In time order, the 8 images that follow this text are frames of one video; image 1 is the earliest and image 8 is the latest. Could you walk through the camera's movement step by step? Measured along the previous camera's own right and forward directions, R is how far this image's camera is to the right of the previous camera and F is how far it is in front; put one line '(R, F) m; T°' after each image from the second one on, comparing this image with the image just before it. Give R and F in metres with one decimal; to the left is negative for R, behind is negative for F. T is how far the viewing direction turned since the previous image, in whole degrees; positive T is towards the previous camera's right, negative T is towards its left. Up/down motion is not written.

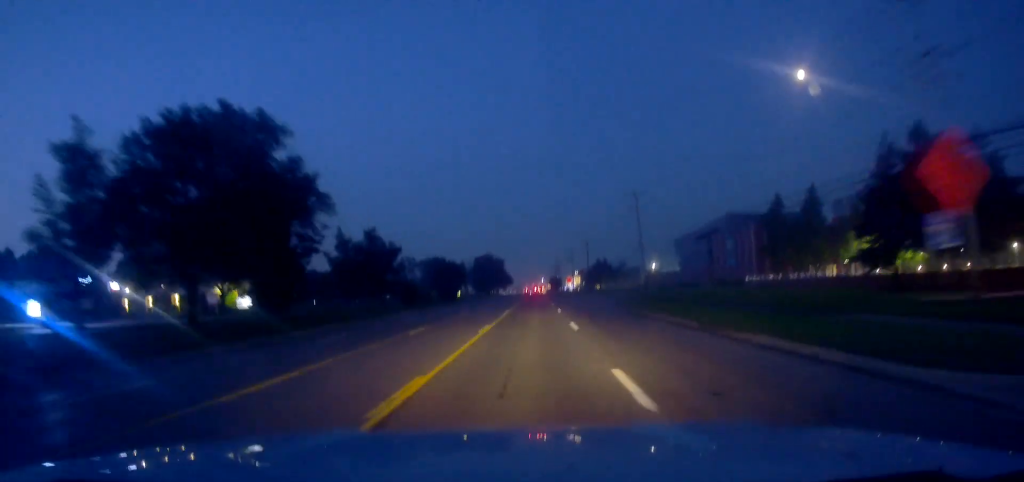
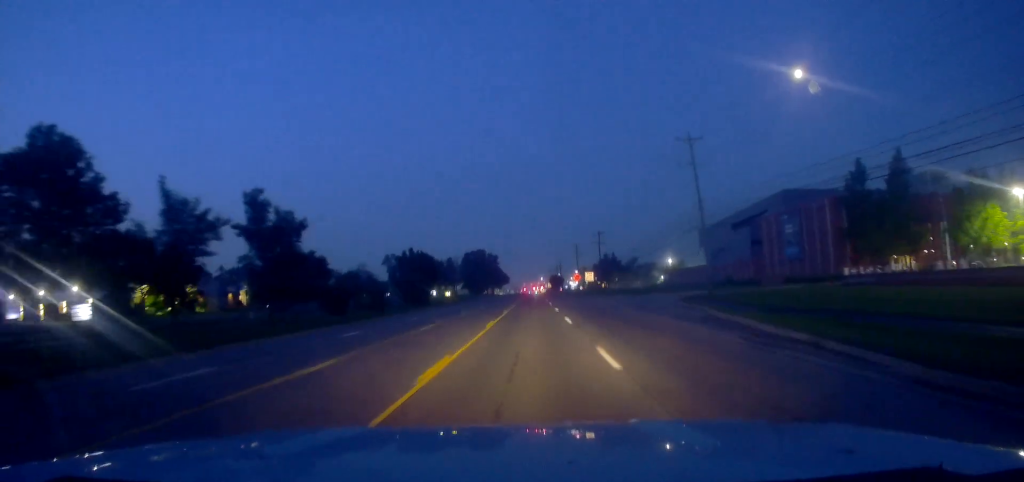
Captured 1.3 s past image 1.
(-0.3, +28.3) m; 0°
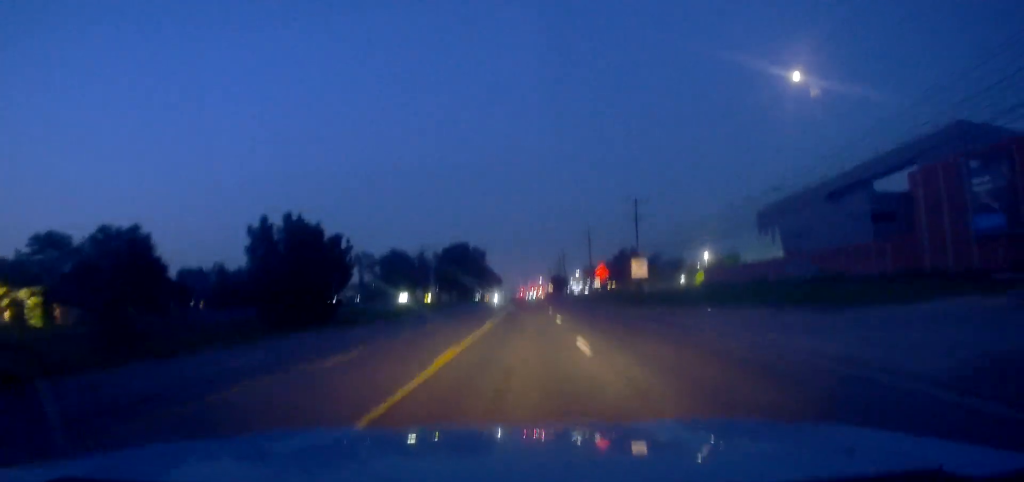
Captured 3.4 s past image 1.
(+1.4, +42.4) m; +1°
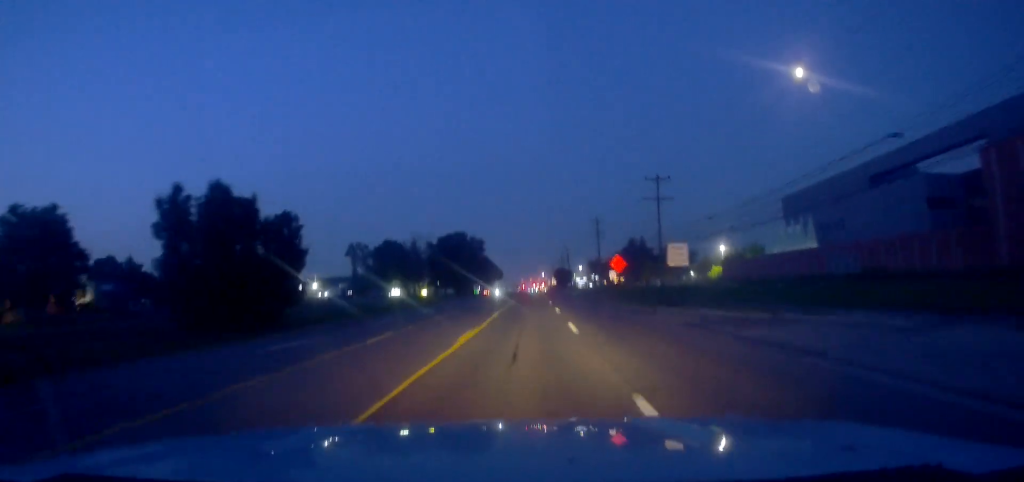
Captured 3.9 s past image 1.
(-0.1, +11.1) m; 0°
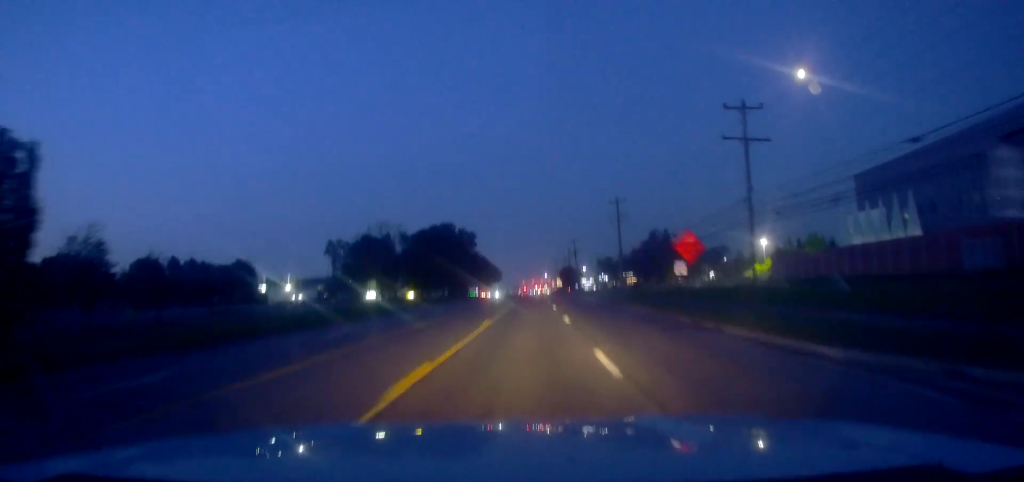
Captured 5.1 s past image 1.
(0.0, +24.4) m; -1°
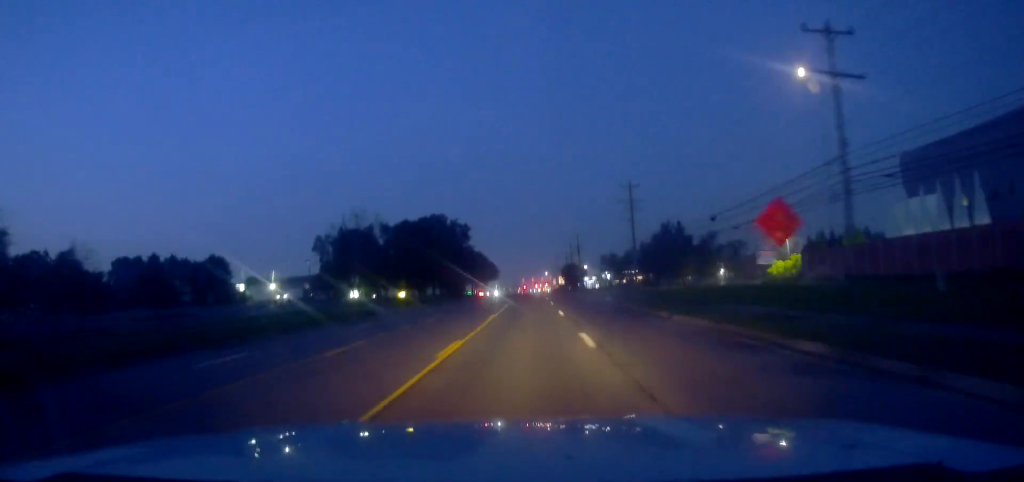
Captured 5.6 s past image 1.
(+0.2, +11.1) m; 0°
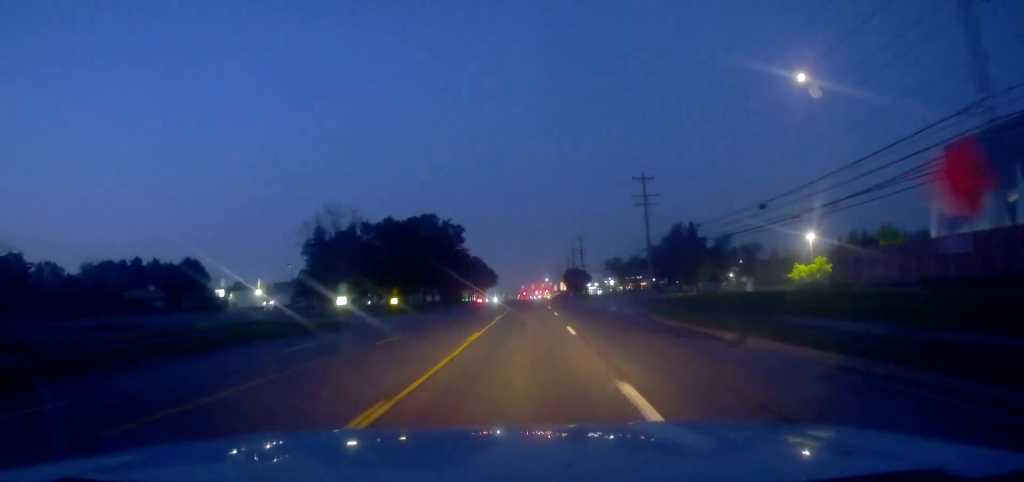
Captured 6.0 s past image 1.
(-0.3, +9.0) m; 0°
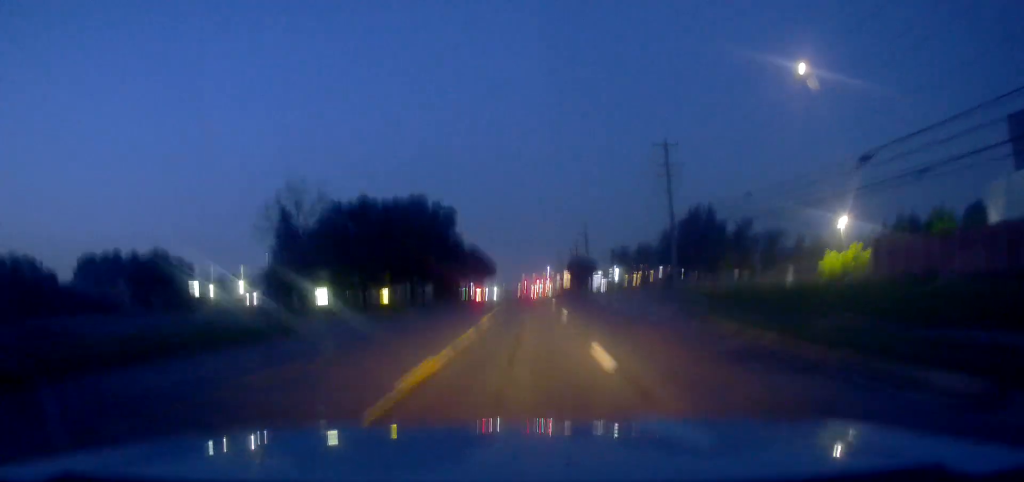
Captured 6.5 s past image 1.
(-0.3, +10.4) m; 0°
